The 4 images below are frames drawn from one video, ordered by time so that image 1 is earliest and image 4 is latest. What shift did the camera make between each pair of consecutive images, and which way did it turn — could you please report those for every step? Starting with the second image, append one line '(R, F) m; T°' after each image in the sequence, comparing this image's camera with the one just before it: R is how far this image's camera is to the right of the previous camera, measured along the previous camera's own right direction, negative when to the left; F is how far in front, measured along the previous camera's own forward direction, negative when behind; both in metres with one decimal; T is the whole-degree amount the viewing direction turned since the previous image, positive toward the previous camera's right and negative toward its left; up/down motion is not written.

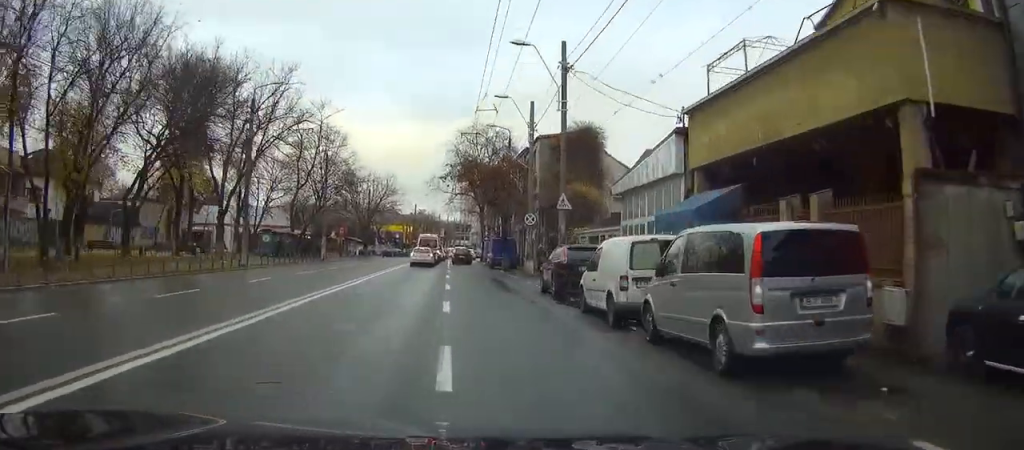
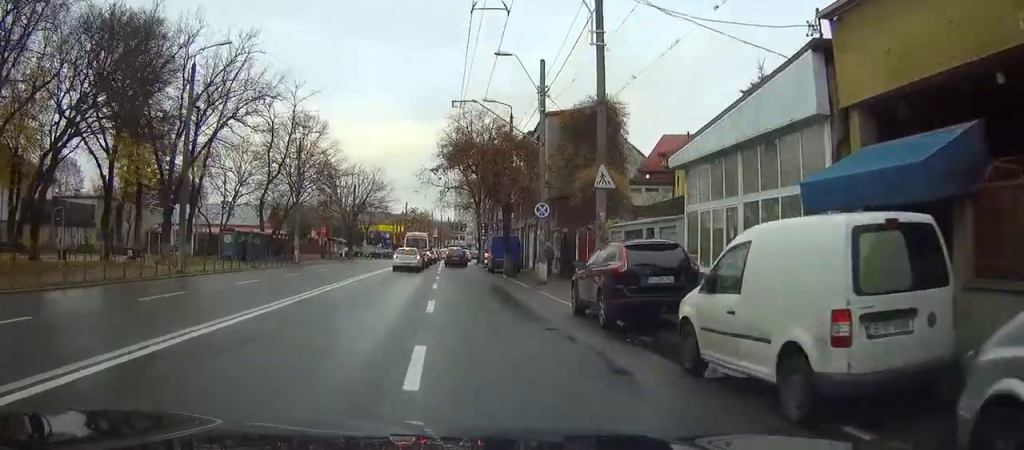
(-0.1, +9.1) m; 0°
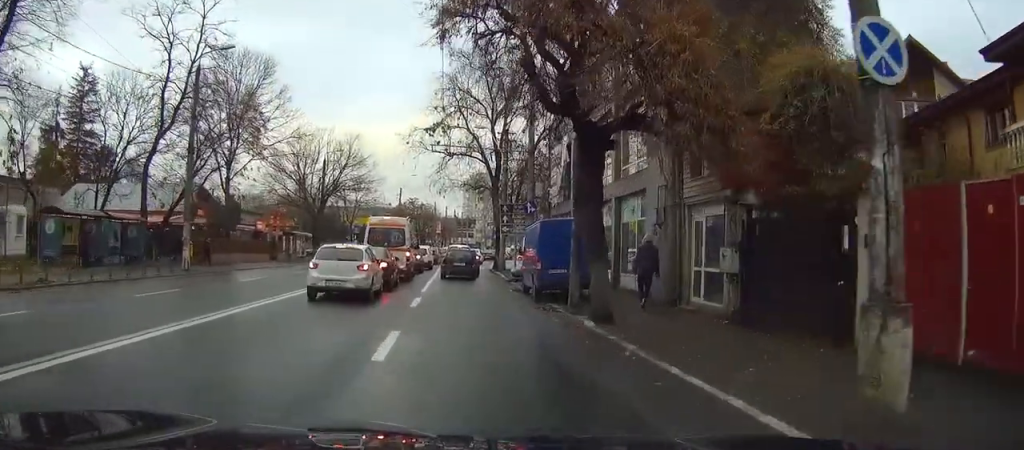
(+0.1, +26.3) m; 0°
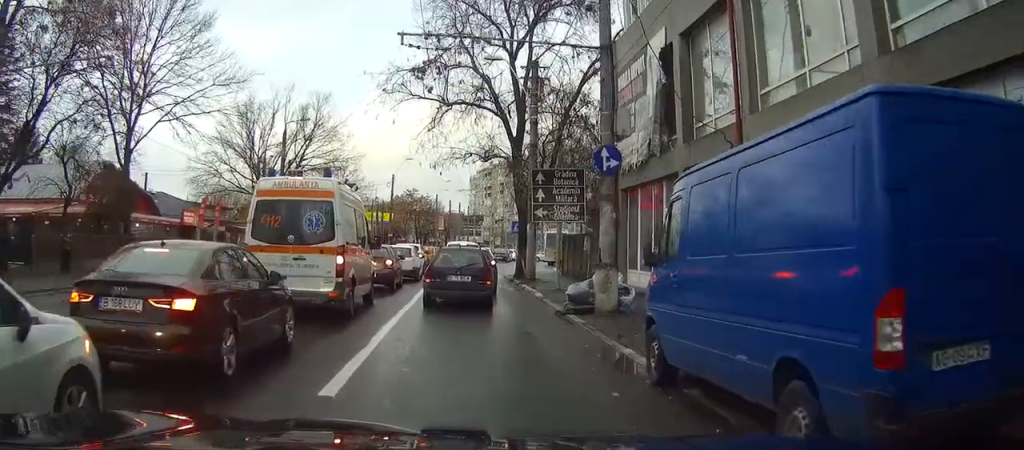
(+0.1, +17.9) m; +2°
